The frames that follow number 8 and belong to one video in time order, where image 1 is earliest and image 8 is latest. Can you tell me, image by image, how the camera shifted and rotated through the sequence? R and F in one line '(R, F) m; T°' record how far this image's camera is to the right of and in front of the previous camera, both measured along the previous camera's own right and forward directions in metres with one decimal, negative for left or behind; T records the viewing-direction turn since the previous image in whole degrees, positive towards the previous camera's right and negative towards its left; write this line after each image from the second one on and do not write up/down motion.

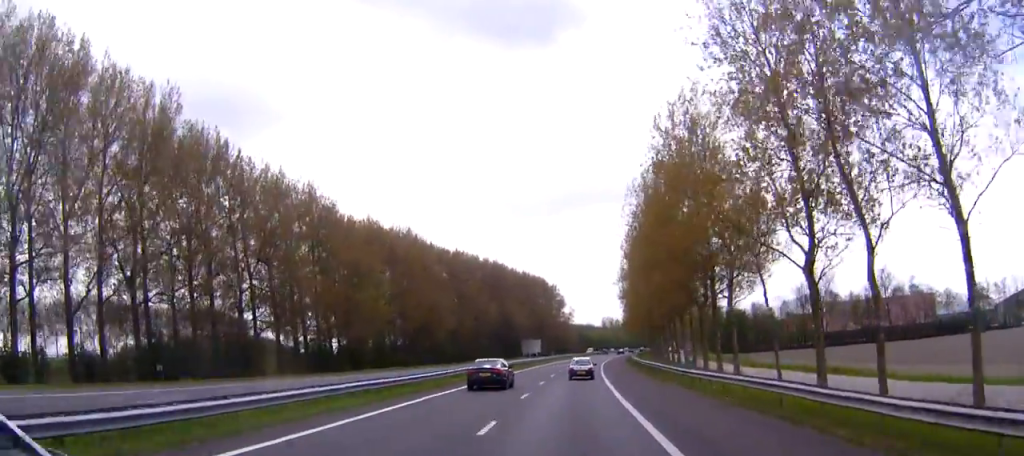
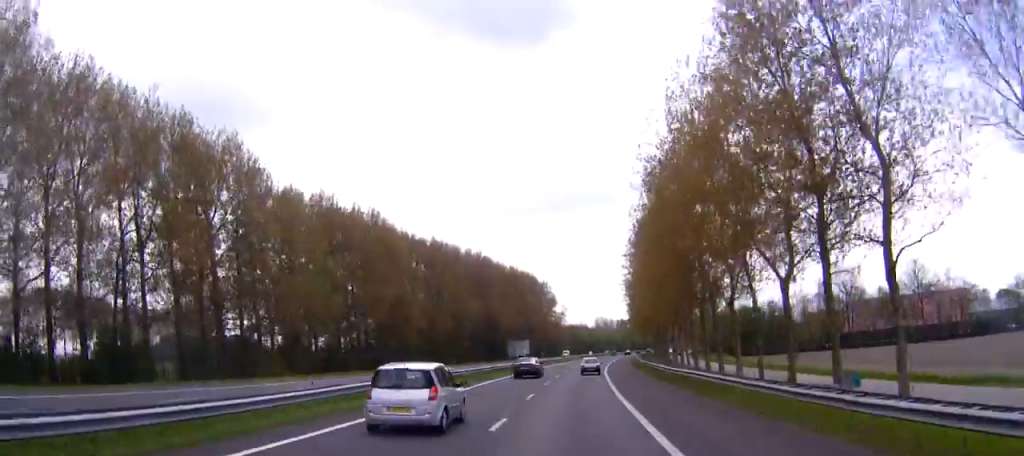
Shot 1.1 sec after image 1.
(+0.1, +22.6) m; +1°
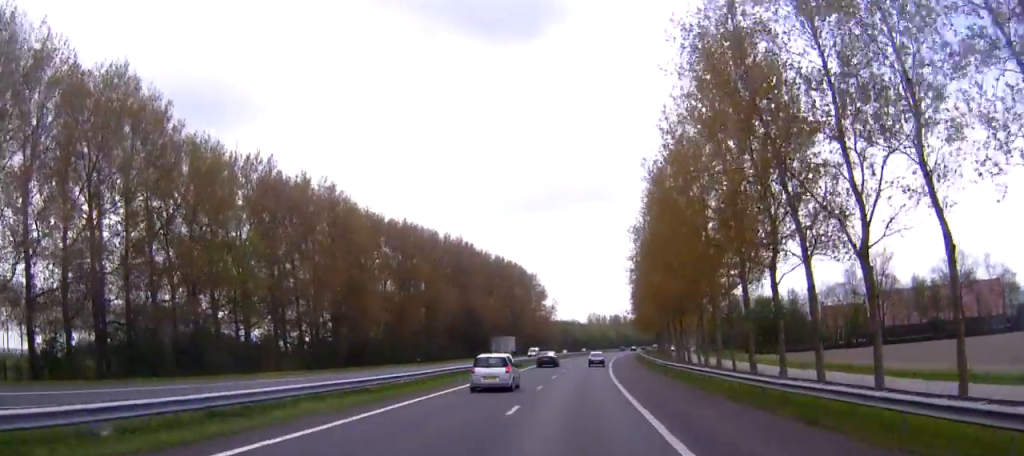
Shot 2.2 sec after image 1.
(+0.2, +21.4) m; +1°
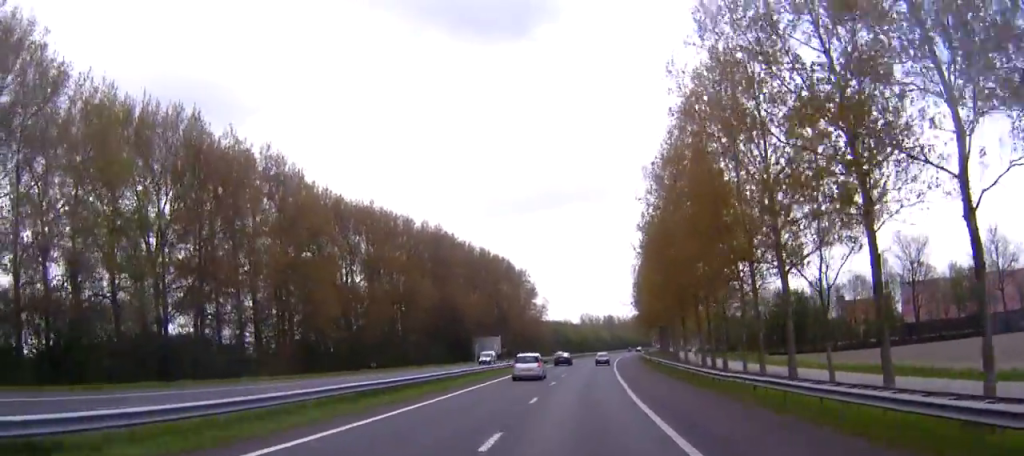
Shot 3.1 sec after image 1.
(+0.1, +18.8) m; +1°
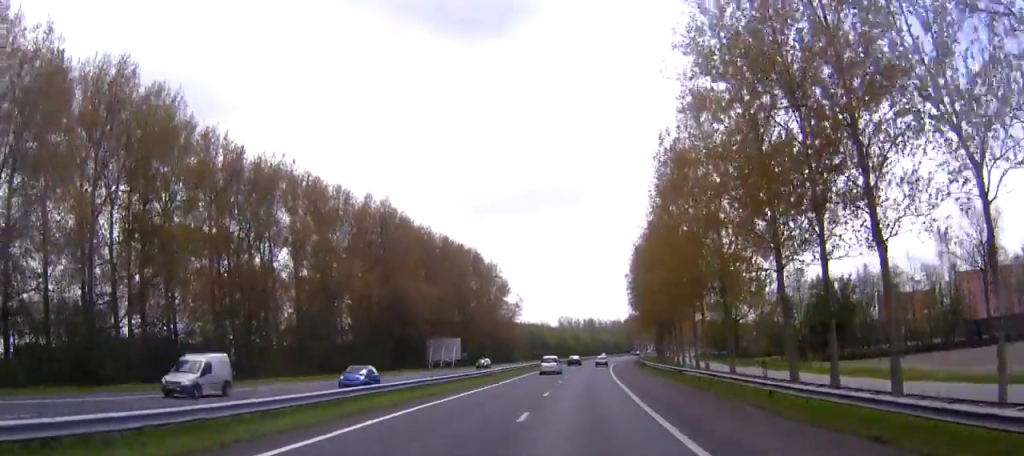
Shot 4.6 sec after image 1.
(+0.3, +30.2) m; +1°
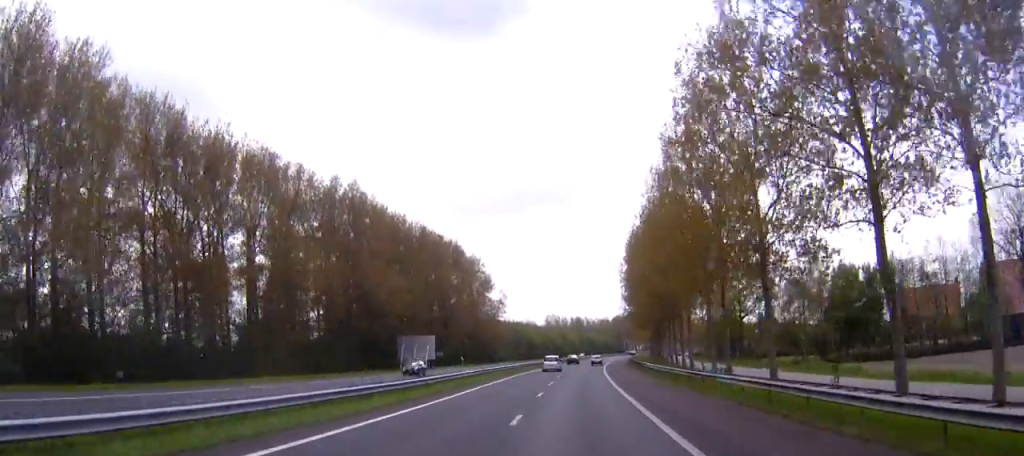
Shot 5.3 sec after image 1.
(+0.1, +12.7) m; +1°
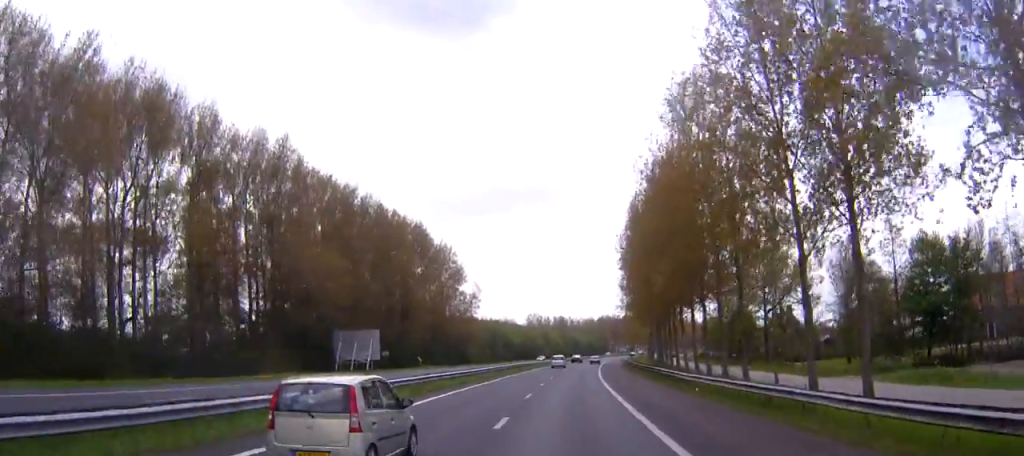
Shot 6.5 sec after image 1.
(+0.3, +24.9) m; +1°
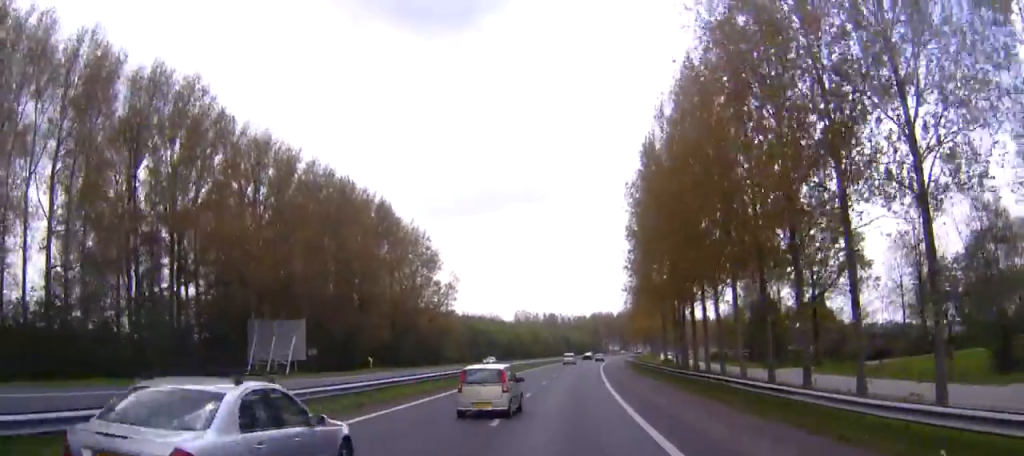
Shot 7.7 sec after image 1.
(+0.2, +23.7) m; +1°
